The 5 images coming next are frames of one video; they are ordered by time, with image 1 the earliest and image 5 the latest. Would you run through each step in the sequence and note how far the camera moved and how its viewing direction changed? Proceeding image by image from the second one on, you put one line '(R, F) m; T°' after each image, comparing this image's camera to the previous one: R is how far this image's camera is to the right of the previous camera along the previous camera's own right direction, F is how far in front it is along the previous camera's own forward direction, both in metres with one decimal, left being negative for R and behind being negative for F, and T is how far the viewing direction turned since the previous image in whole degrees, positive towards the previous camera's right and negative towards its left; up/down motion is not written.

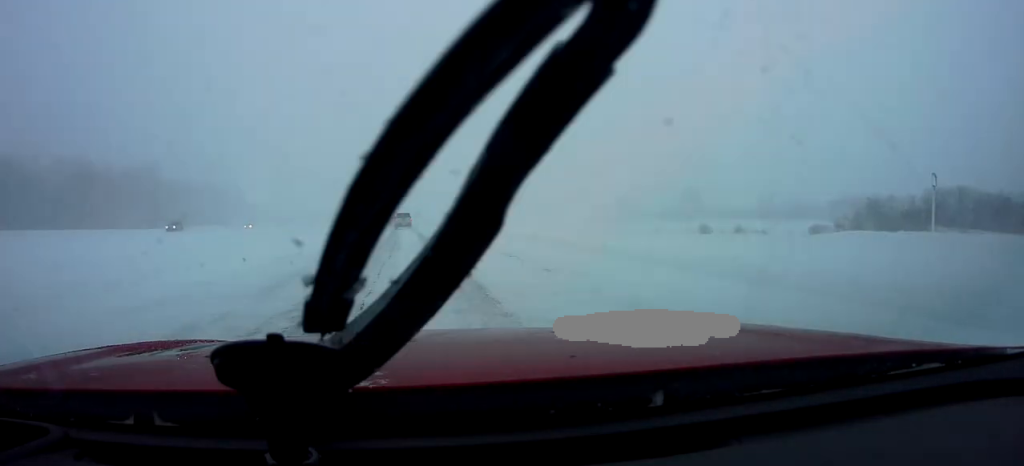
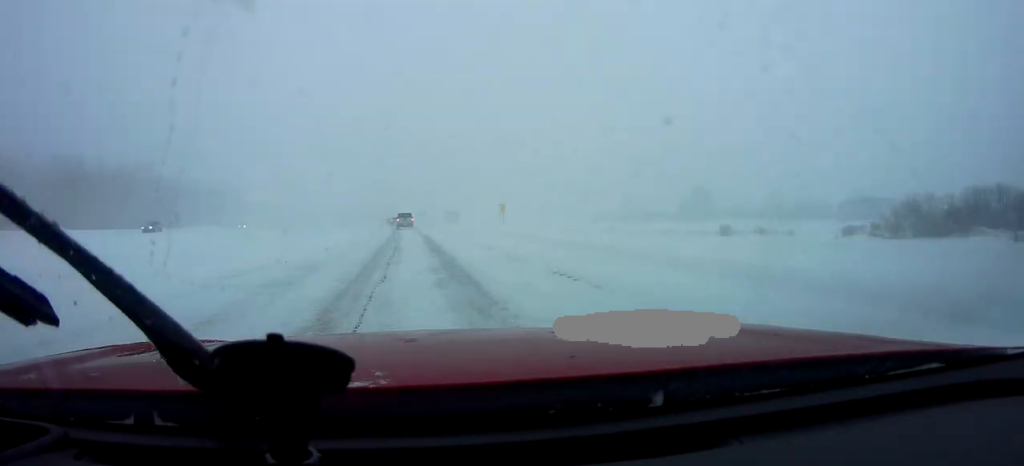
(0.0, +5.9) m; 0°
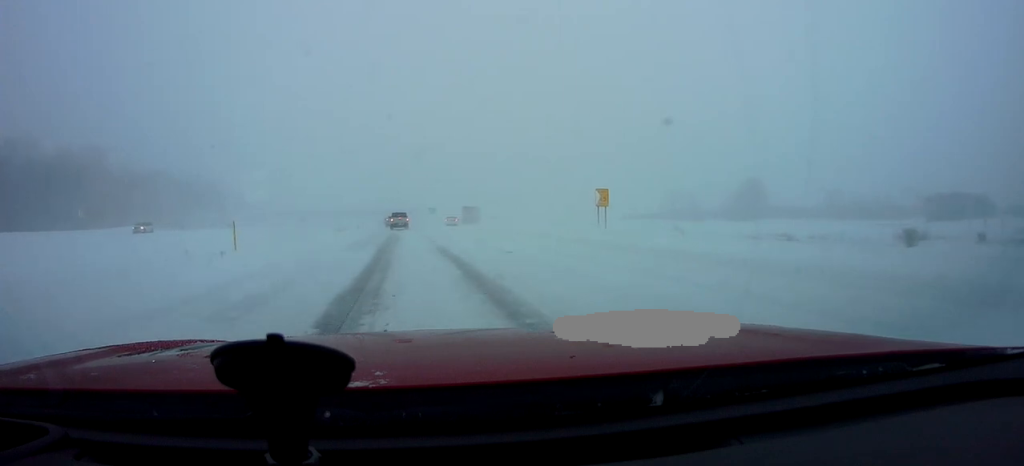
(-1.1, +37.8) m; -3°
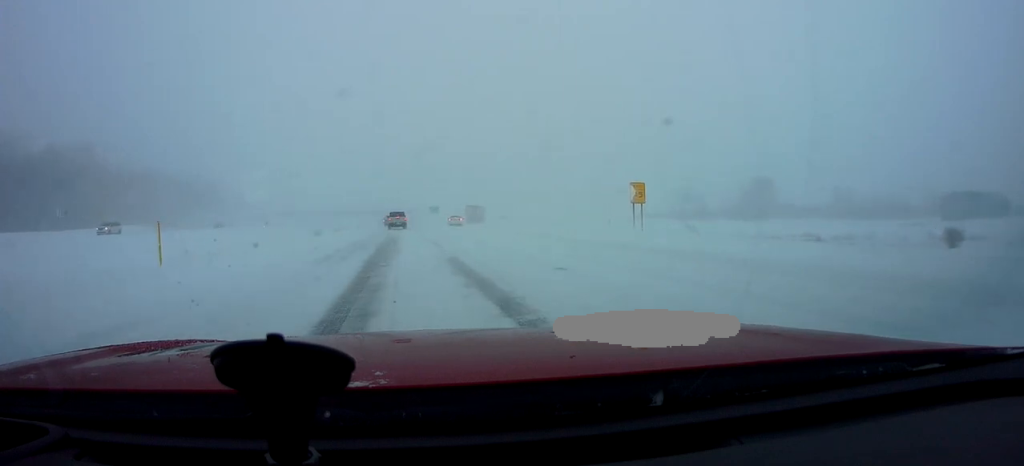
(0.0, +6.2) m; +1°
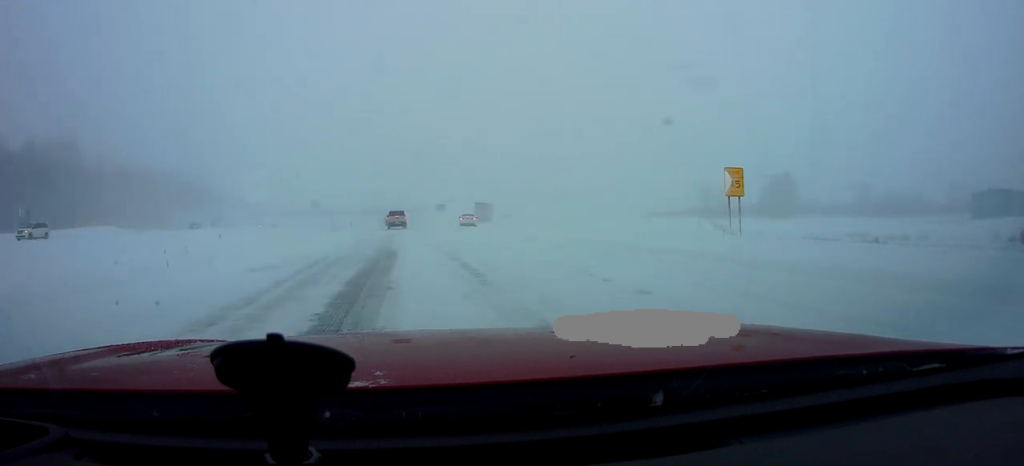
(+0.4, +10.5) m; +2°
